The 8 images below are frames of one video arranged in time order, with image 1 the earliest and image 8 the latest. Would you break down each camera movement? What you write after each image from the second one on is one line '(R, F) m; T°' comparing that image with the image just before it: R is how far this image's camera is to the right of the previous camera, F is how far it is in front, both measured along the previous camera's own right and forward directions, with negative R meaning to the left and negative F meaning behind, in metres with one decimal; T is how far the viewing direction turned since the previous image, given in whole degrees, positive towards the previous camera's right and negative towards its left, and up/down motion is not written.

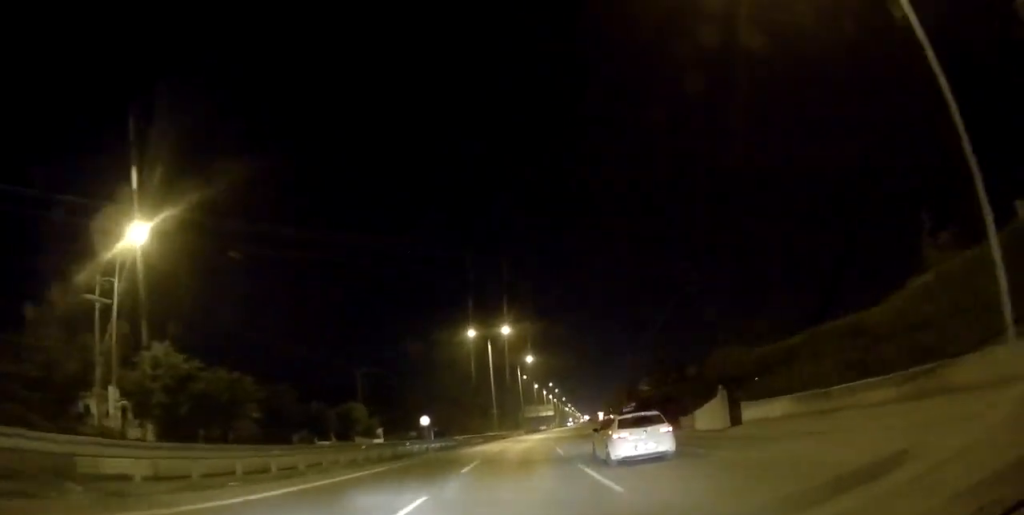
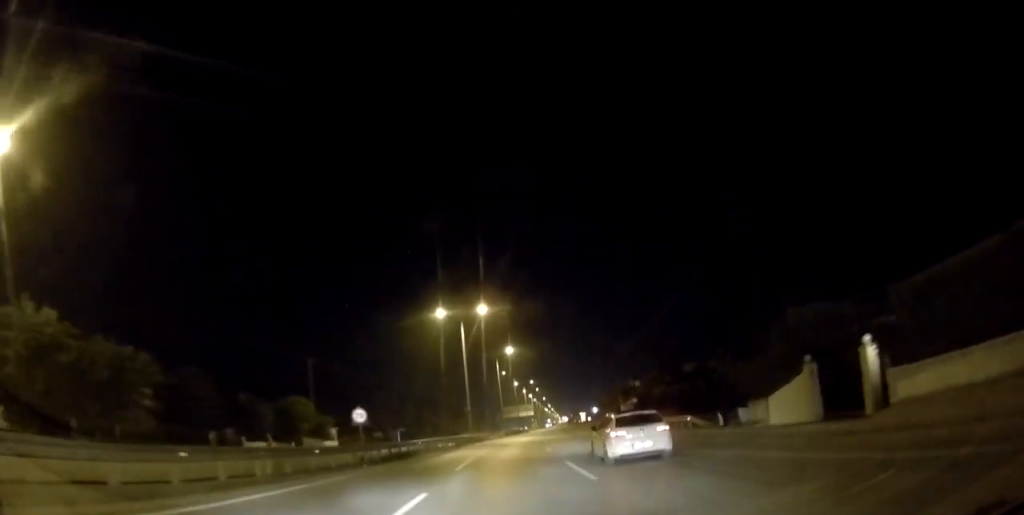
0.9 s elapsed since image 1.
(+0.5, +14.1) m; +1°
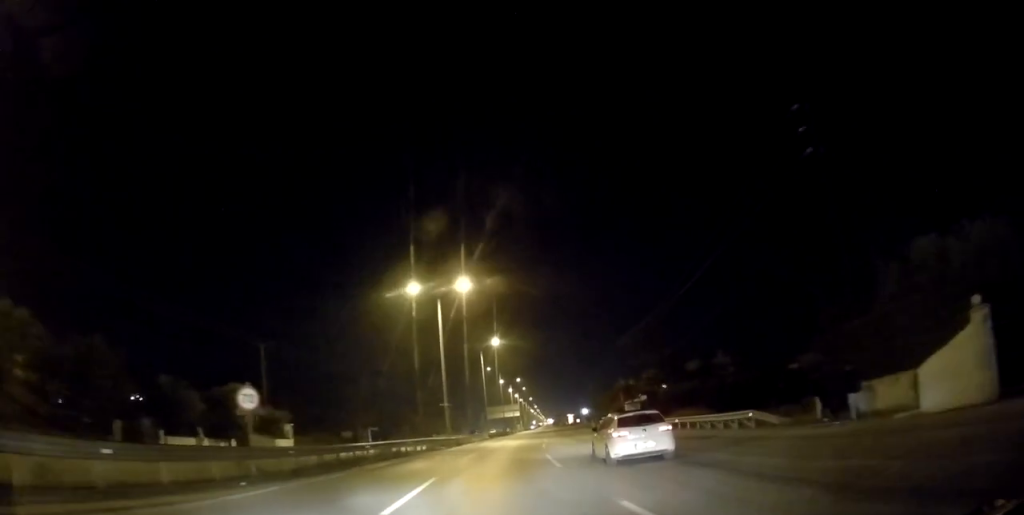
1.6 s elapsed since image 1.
(-0.1, +11.4) m; +1°
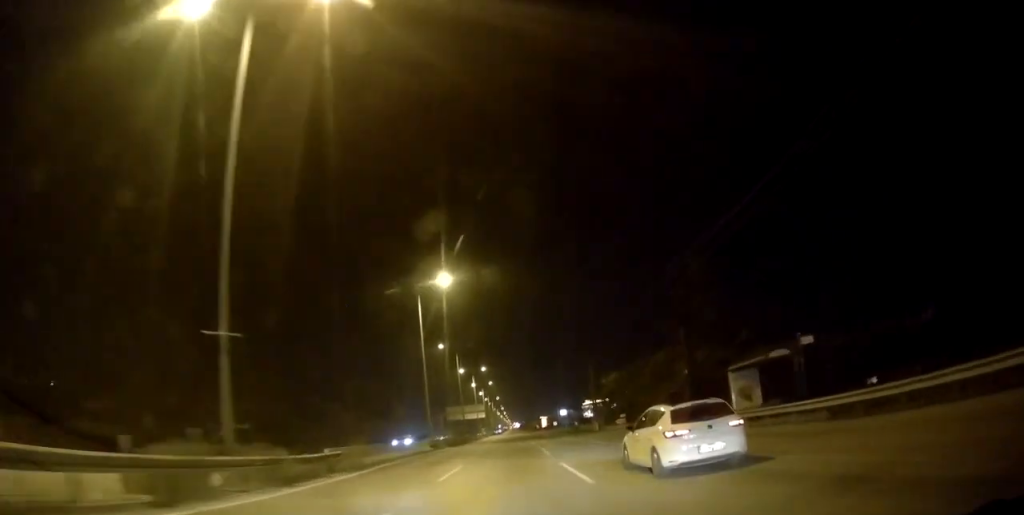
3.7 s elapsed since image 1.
(+1.2, +38.3) m; +3°
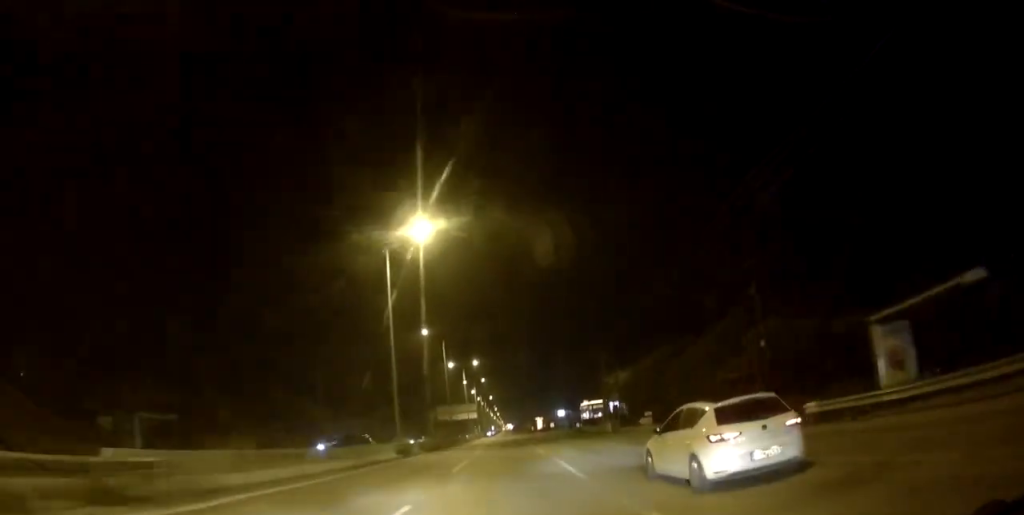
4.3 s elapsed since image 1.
(-0.1, +12.3) m; 0°
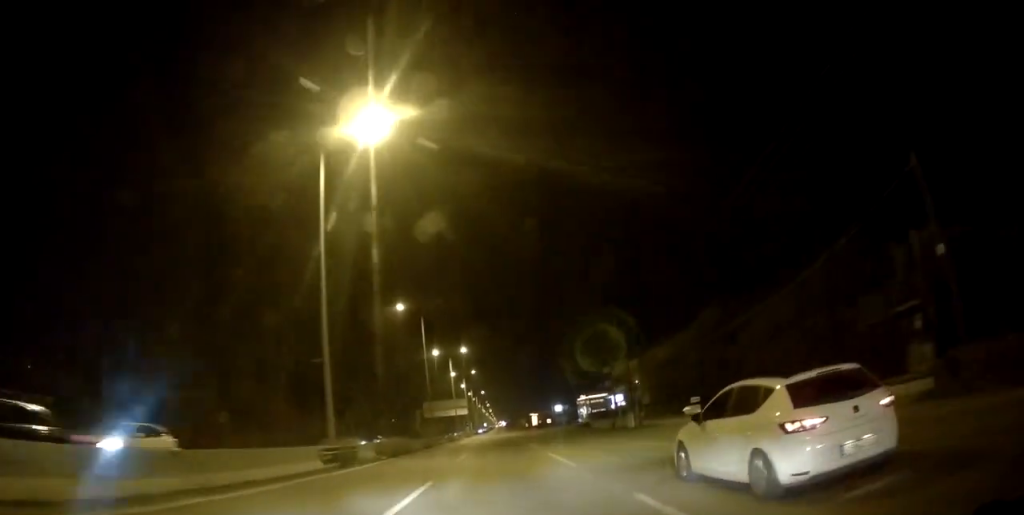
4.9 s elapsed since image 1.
(+0.3, +12.6) m; +1°
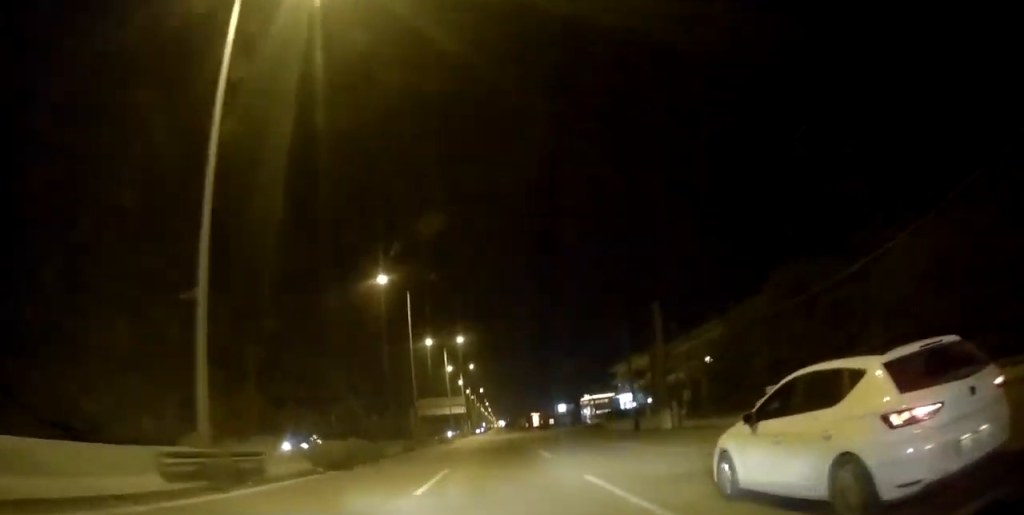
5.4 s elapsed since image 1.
(0.0, +10.0) m; 0°
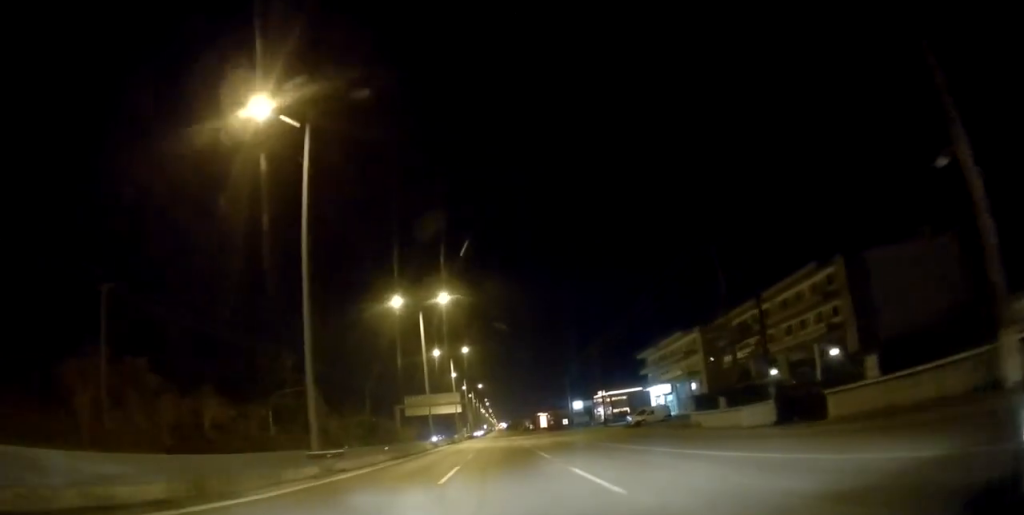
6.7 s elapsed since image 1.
(-0.5, +27.4) m; -1°
